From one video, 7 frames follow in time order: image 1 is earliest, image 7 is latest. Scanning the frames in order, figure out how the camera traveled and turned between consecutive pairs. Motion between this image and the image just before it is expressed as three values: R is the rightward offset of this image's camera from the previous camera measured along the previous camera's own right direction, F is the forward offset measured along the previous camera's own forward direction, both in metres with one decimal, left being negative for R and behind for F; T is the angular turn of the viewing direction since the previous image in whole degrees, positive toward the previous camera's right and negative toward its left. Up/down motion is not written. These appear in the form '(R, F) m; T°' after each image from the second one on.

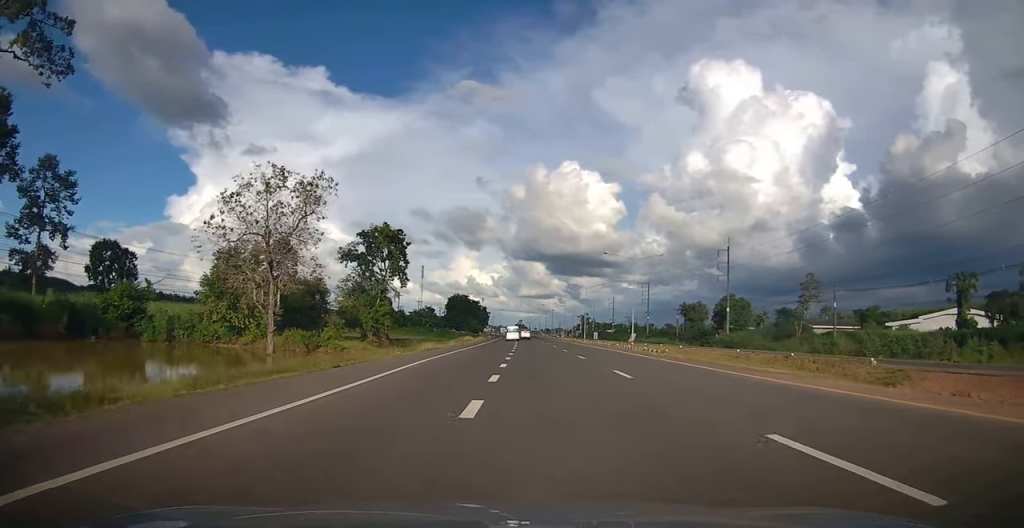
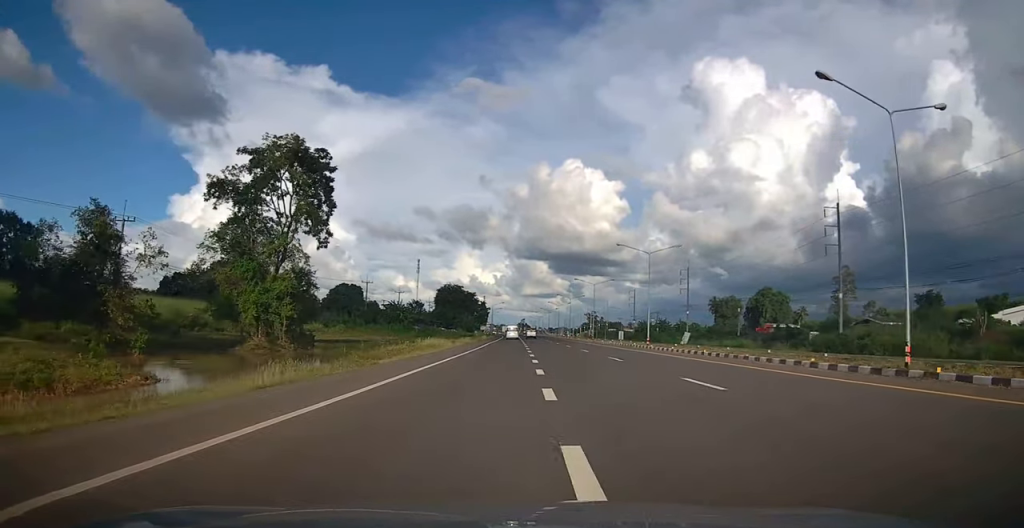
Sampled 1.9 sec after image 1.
(-0.2, +37.1) m; 0°
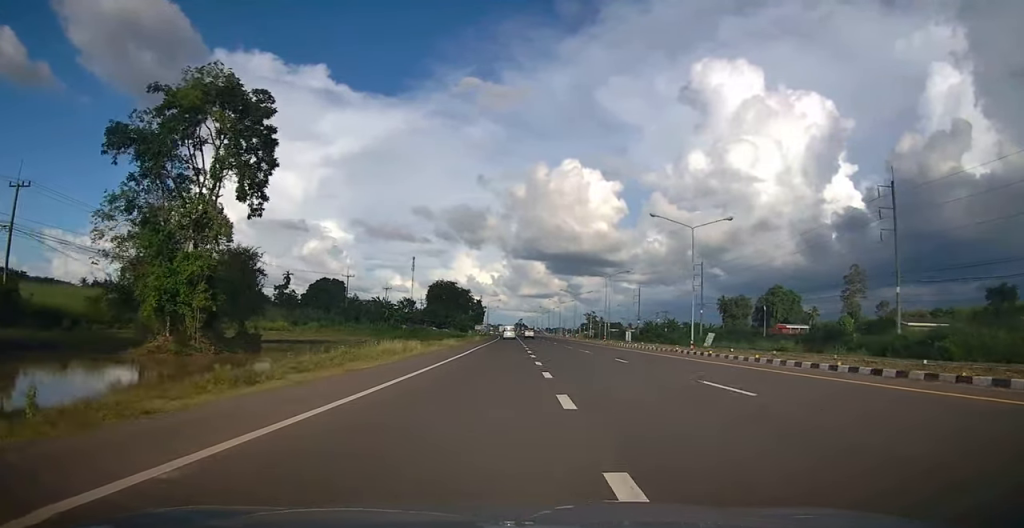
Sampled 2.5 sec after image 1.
(0.0, +13.5) m; 0°
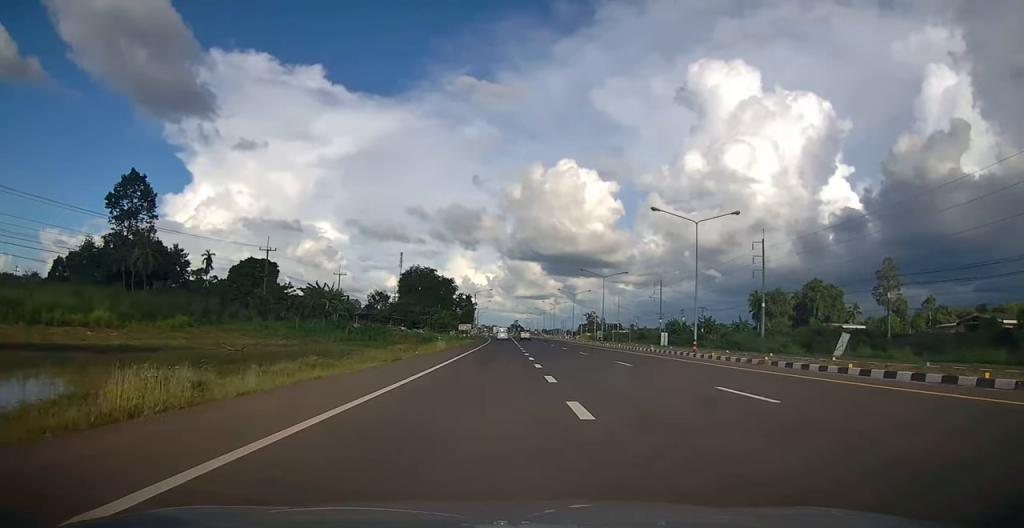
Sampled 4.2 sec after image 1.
(+0.3, +39.1) m; +1°
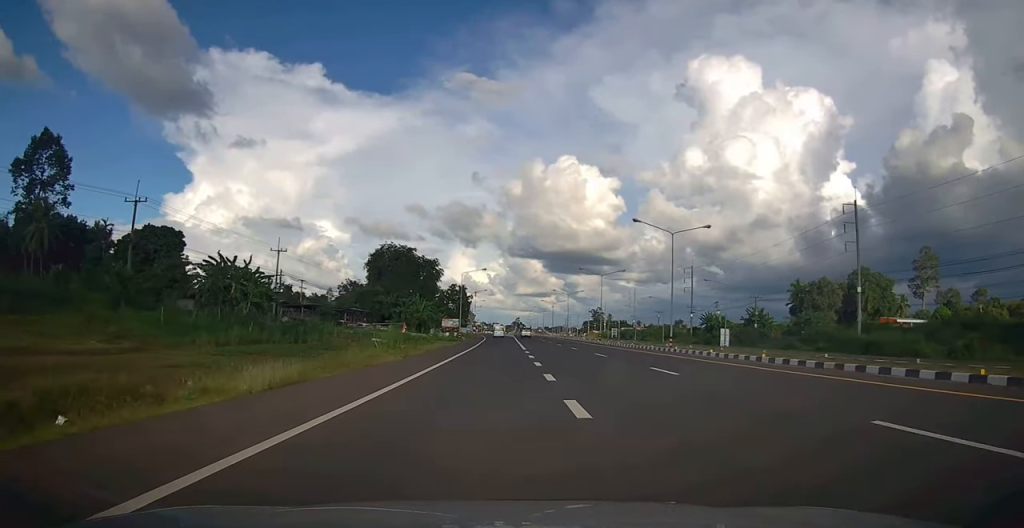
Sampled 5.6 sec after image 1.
(-0.1, +32.7) m; 0°
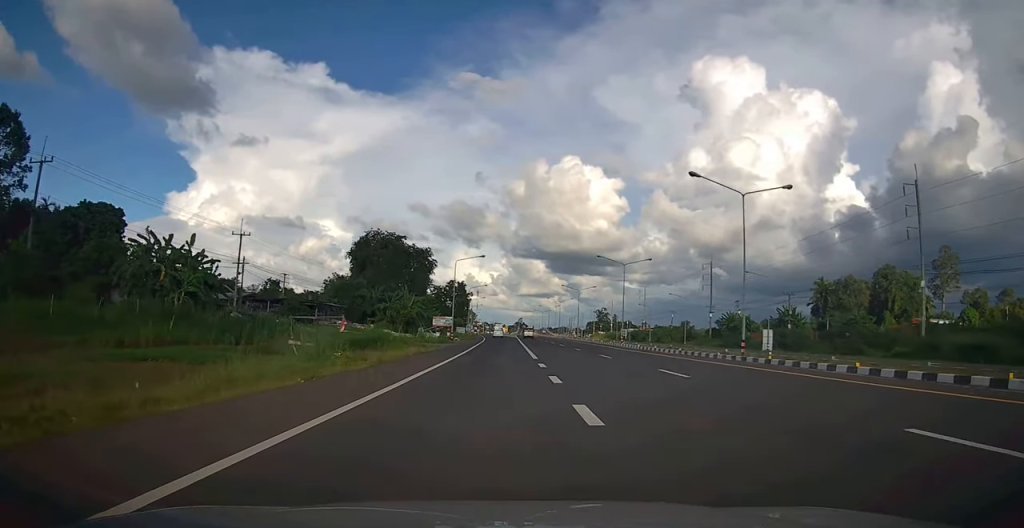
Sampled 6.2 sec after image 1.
(0.0, +12.4) m; 0°
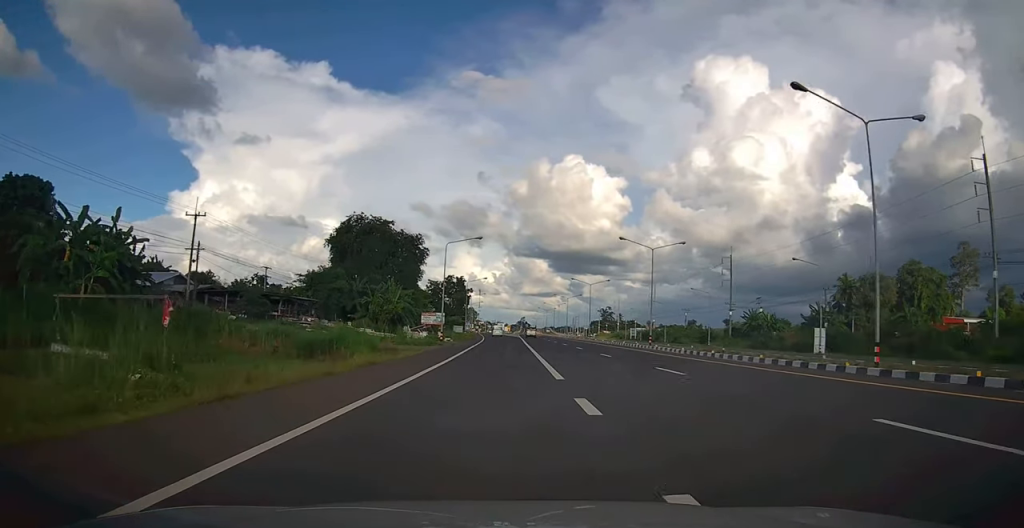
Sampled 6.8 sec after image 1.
(0.0, +11.1) m; 0°
